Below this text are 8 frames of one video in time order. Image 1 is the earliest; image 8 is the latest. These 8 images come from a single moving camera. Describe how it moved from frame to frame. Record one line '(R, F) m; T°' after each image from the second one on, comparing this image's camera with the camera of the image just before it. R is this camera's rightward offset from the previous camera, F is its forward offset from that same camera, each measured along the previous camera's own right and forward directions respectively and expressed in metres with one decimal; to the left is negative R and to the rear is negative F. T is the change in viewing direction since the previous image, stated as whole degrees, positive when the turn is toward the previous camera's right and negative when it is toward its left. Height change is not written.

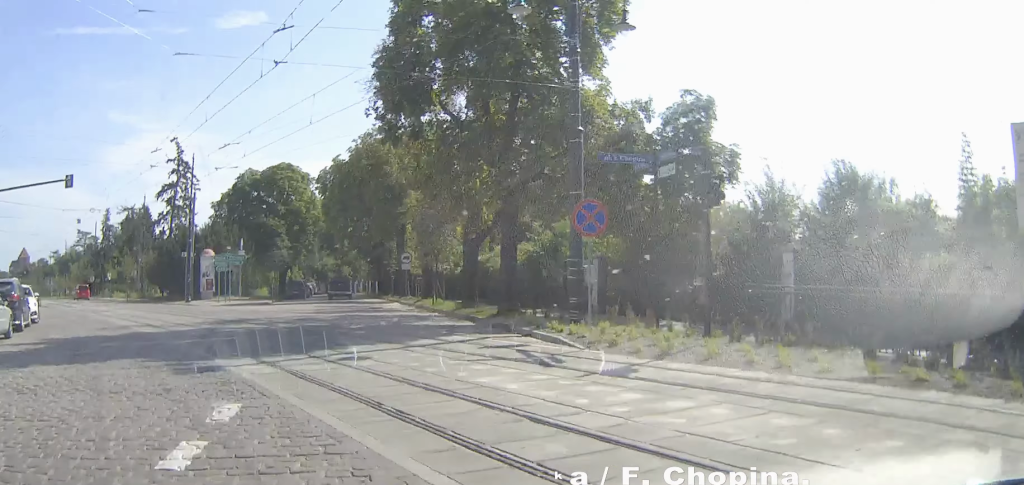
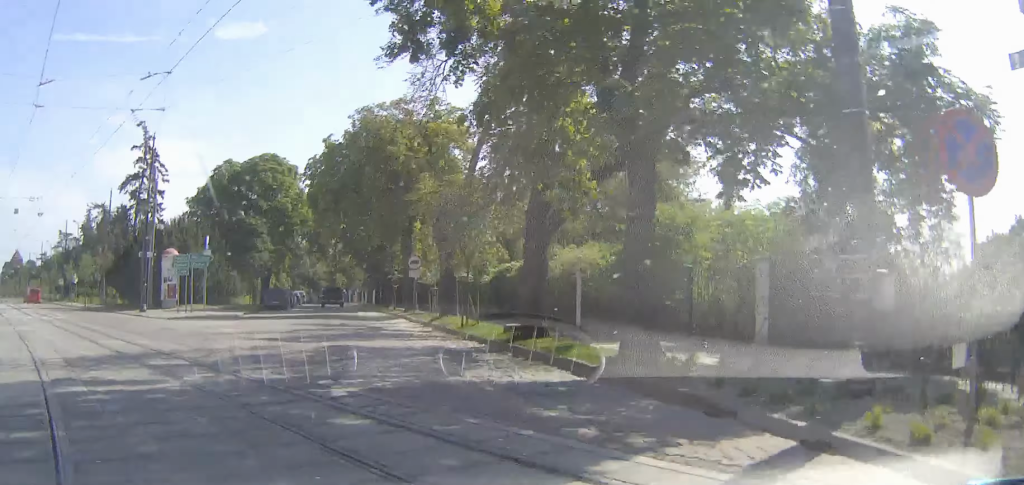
(+0.1, +12.3) m; +1°
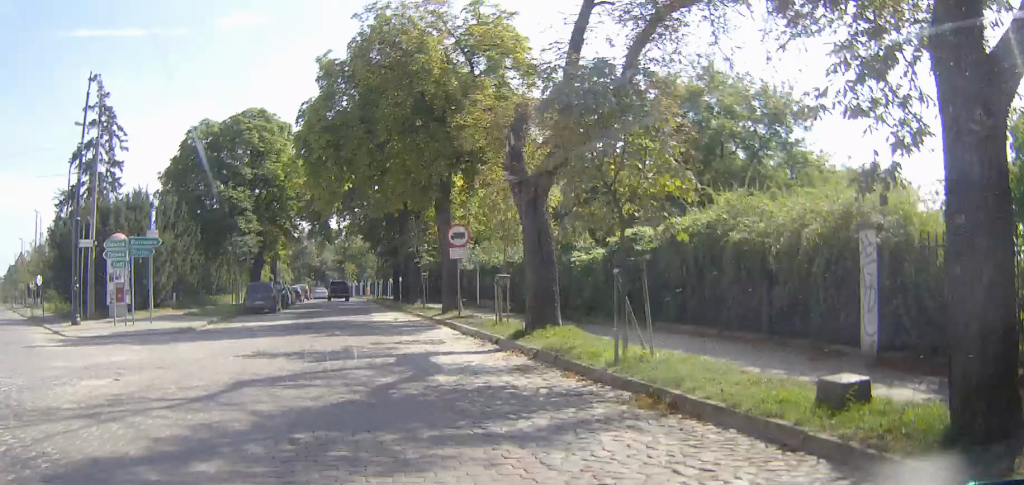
(0.0, +14.4) m; 0°
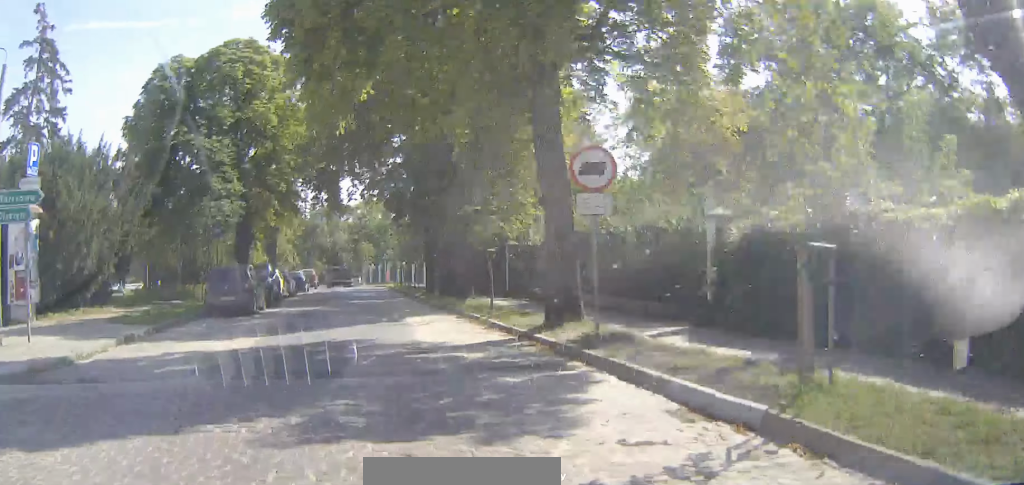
(0.0, +14.0) m; 0°
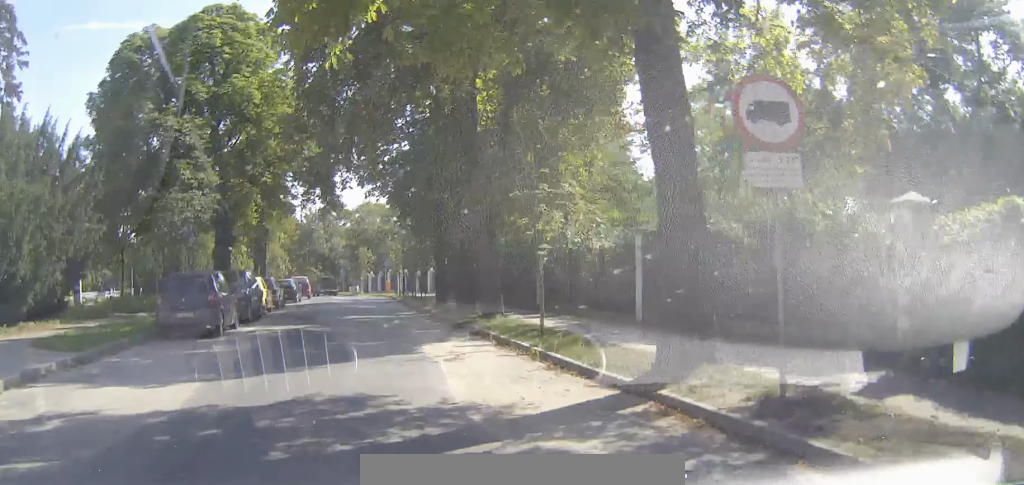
(0.0, +6.1) m; 0°
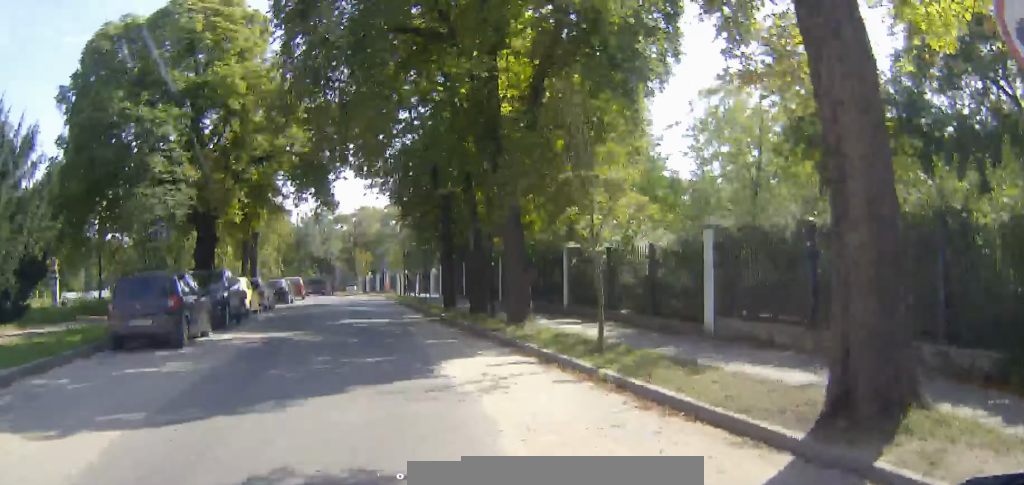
(0.0, +3.8) m; 0°
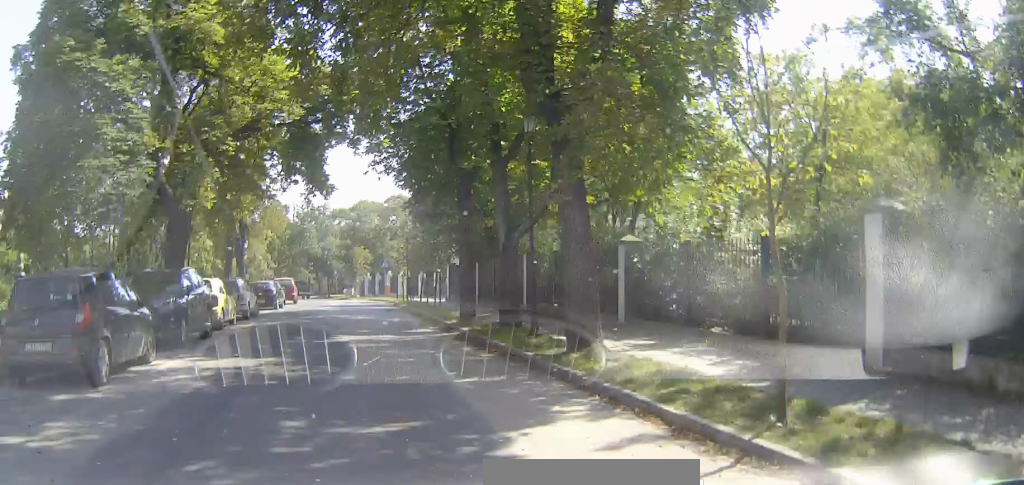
(0.0, +4.9) m; 0°
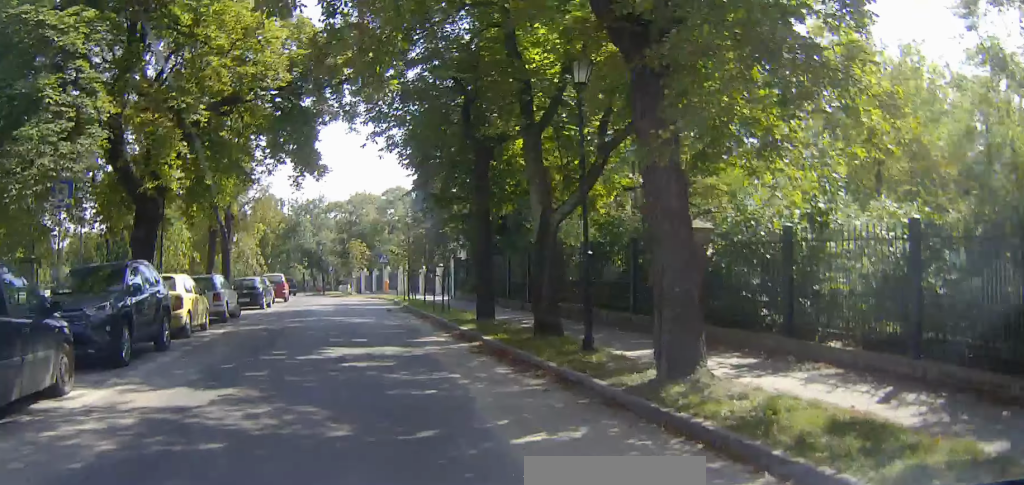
(0.0, +3.8) m; 0°
